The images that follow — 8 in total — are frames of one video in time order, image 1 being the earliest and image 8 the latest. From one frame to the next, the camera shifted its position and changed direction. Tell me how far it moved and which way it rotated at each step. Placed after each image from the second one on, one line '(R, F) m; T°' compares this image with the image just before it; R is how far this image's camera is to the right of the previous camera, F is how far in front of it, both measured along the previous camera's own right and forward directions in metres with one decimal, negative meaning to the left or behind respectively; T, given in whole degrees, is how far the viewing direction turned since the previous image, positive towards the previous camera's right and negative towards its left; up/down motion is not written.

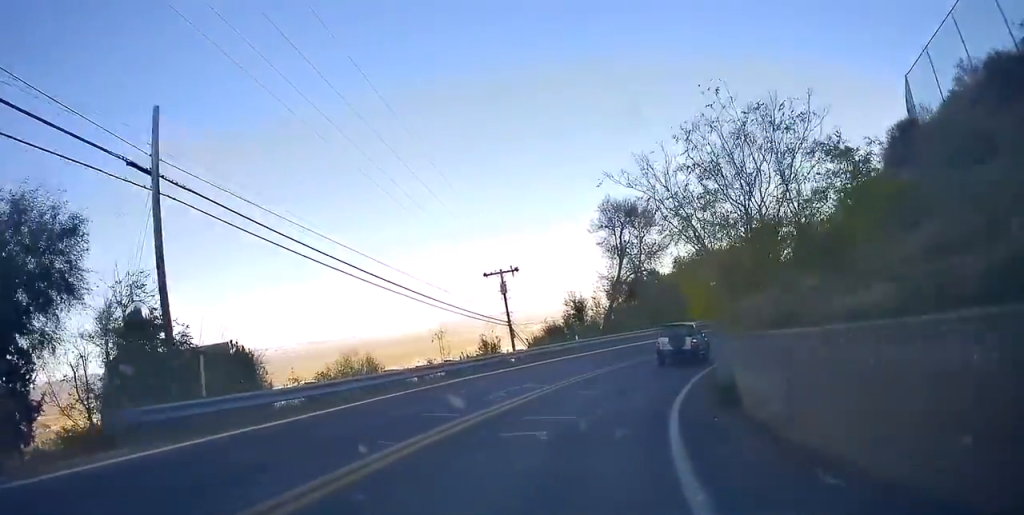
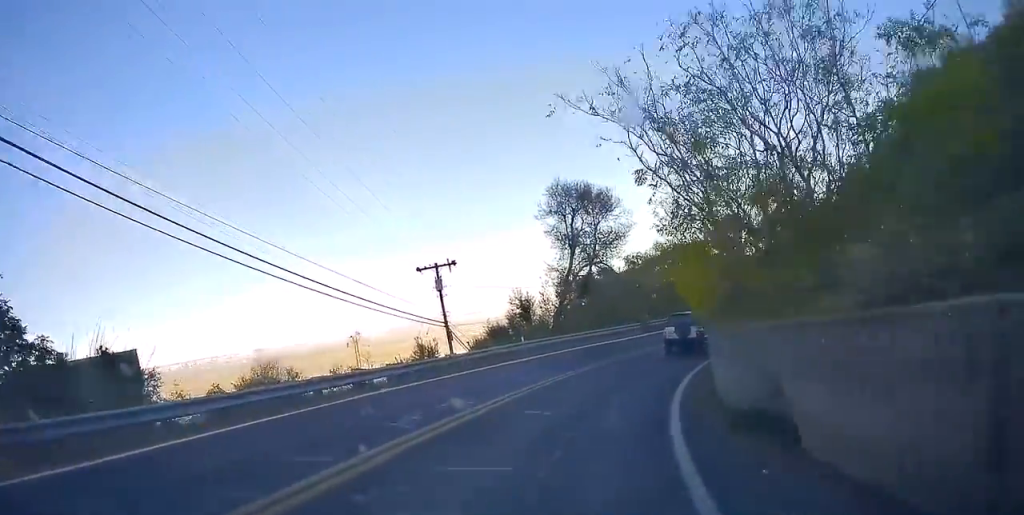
(+0.3, +4.7) m; +6°
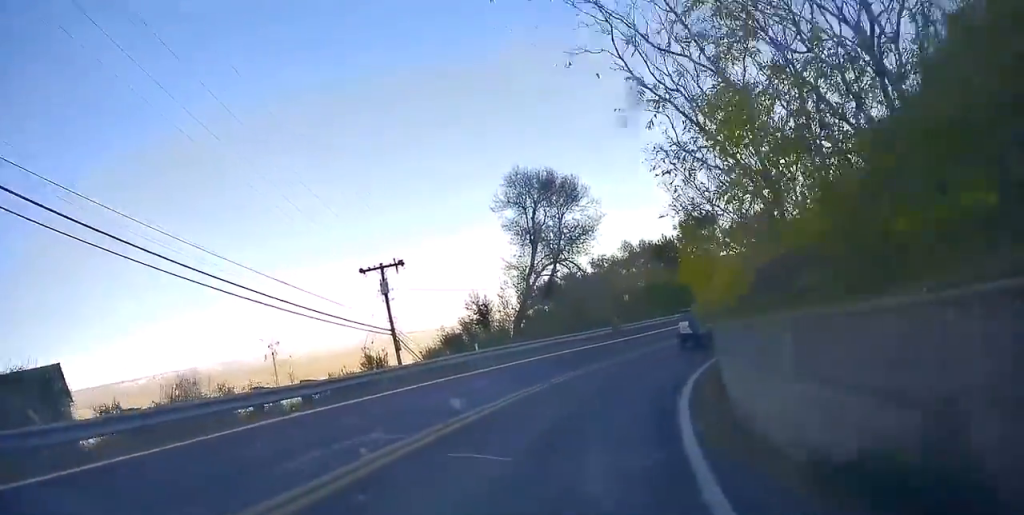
(+0.2, +3.7) m; +5°
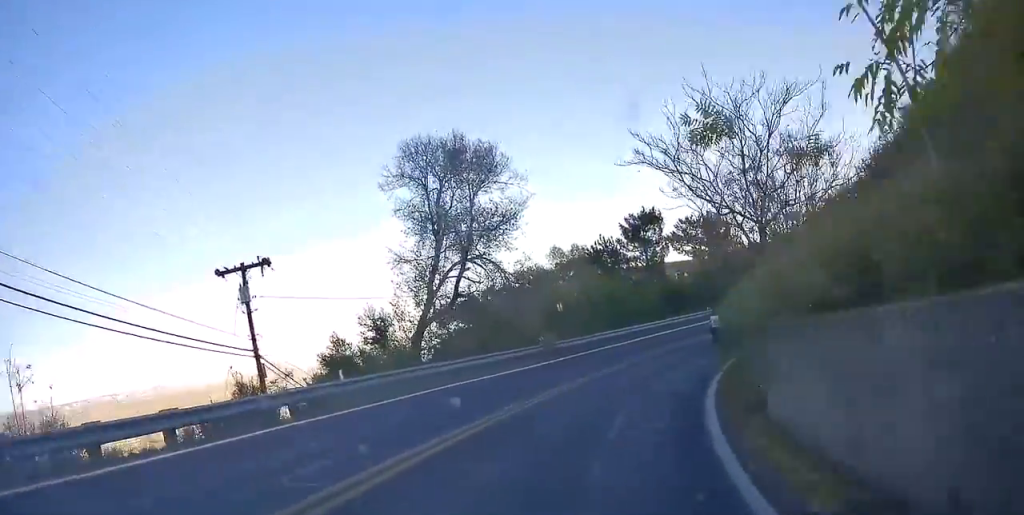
(+0.4, +7.4) m; +11°
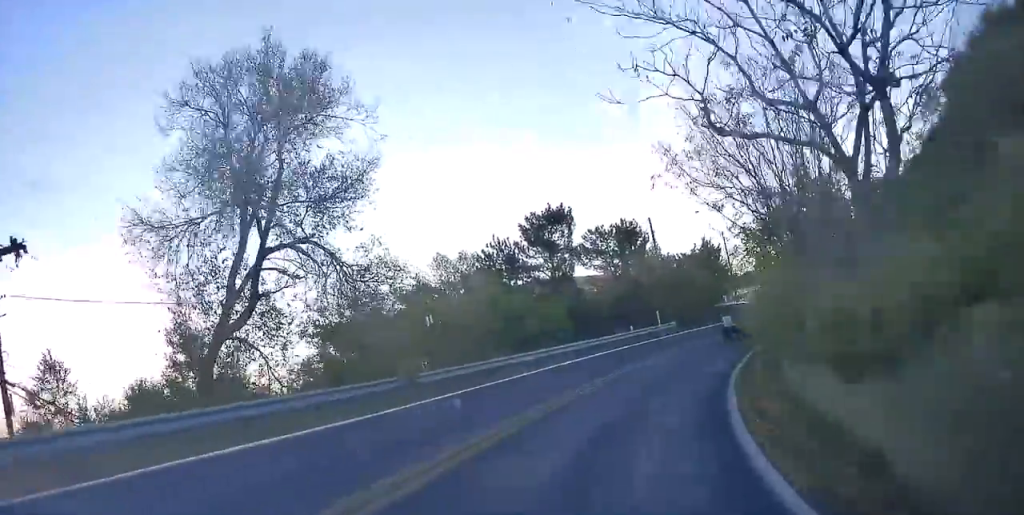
(+1.1, +8.4) m; +13°
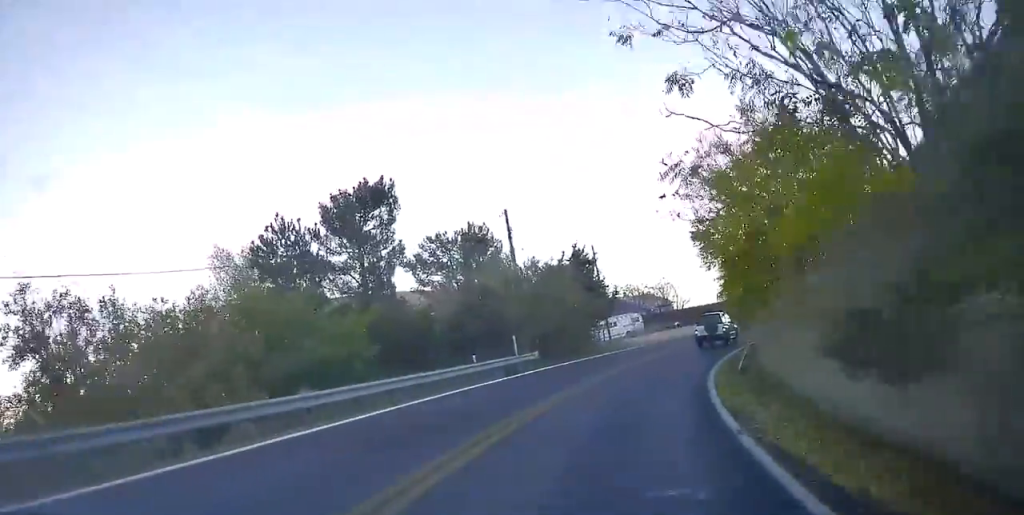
(+1.1, +10.8) m; +11°
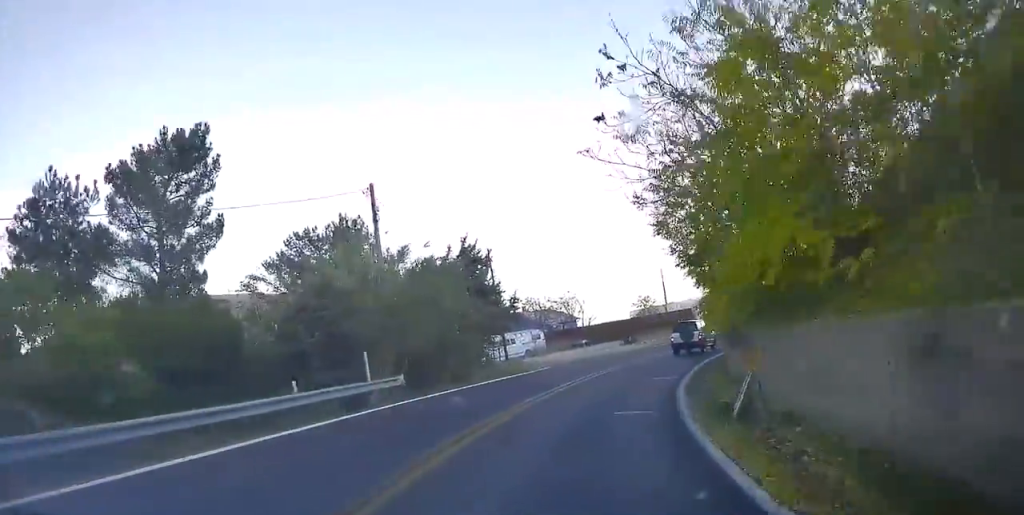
(+0.3, +7.8) m; +9°
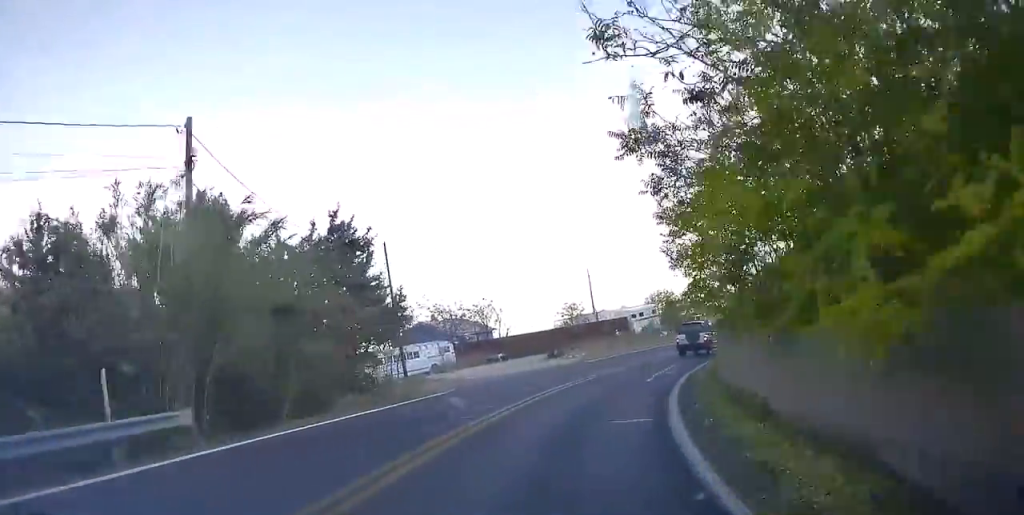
(+0.9, +8.4) m; +11°
